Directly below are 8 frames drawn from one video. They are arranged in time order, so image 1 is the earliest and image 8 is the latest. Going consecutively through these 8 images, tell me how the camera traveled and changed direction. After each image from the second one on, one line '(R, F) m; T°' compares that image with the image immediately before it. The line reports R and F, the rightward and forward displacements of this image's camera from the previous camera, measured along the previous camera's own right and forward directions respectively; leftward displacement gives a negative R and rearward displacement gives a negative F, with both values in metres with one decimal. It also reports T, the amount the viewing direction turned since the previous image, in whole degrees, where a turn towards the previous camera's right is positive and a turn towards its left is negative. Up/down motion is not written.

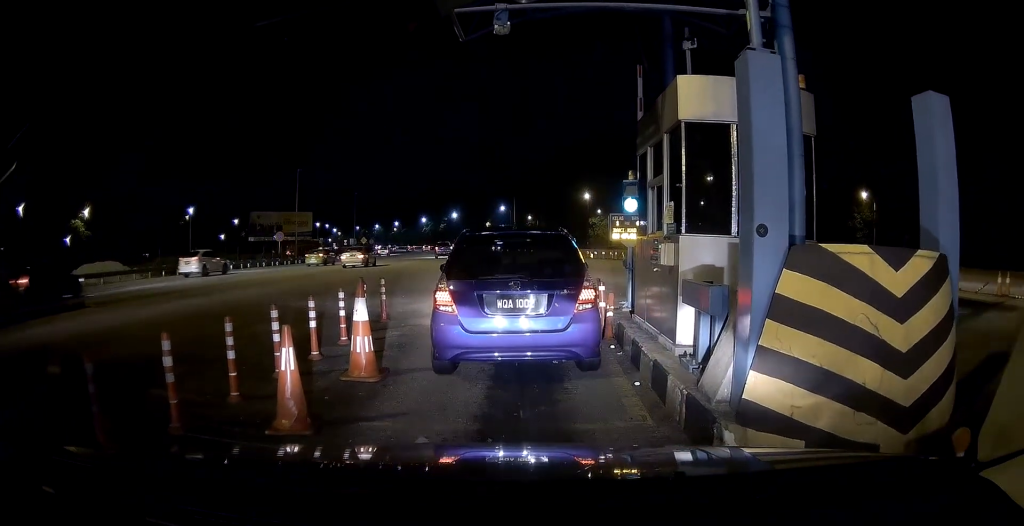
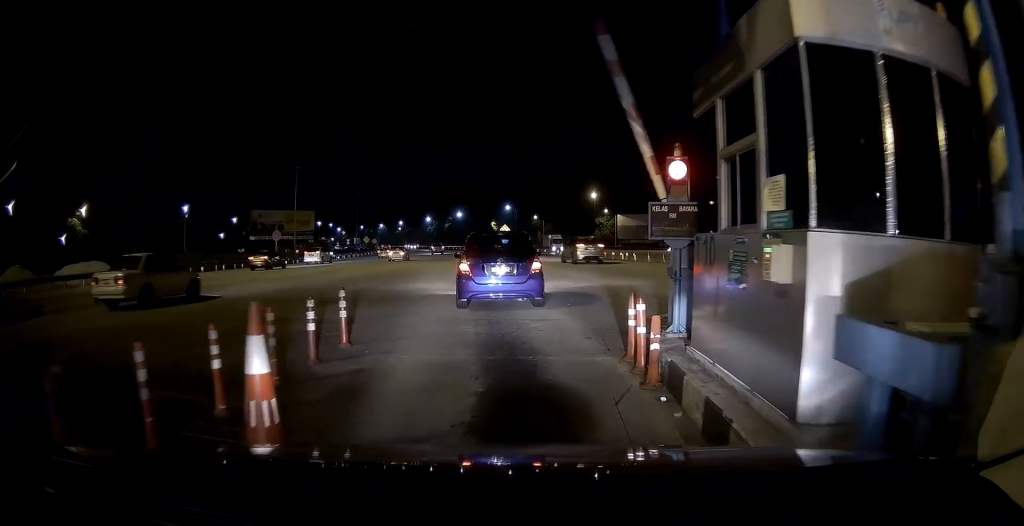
(+0.2, +1.5) m; 0°
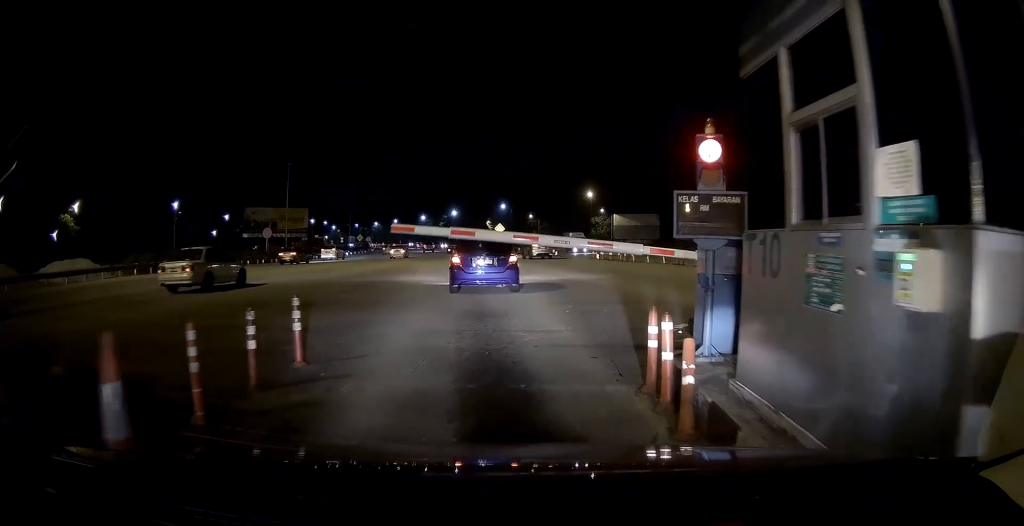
(+0.1, +0.6) m; 0°
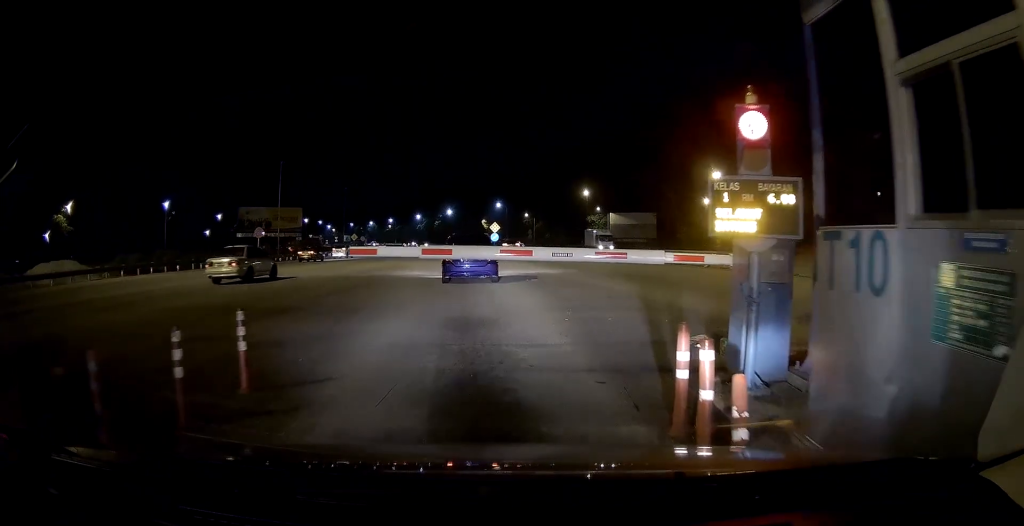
(+0.1, +0.6) m; 0°
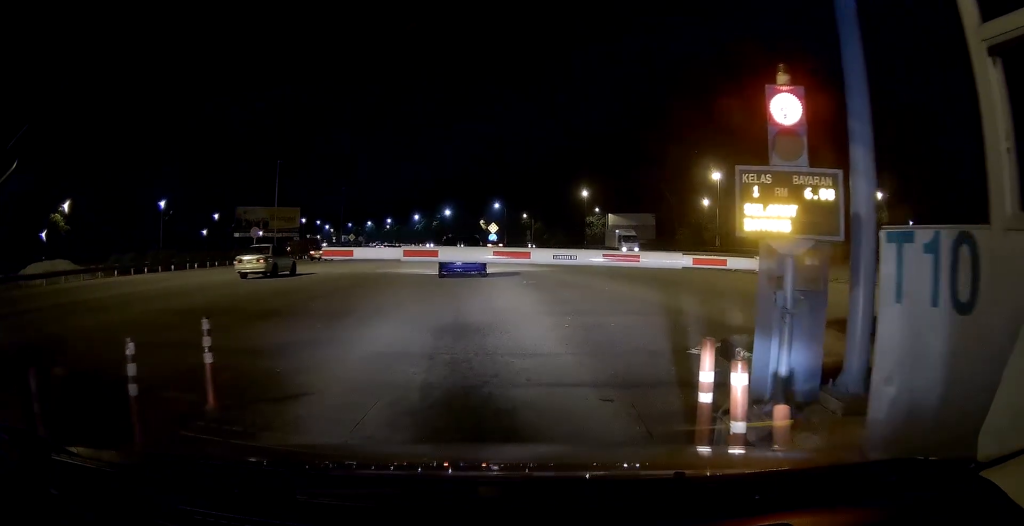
(0.0, +0.4) m; 0°
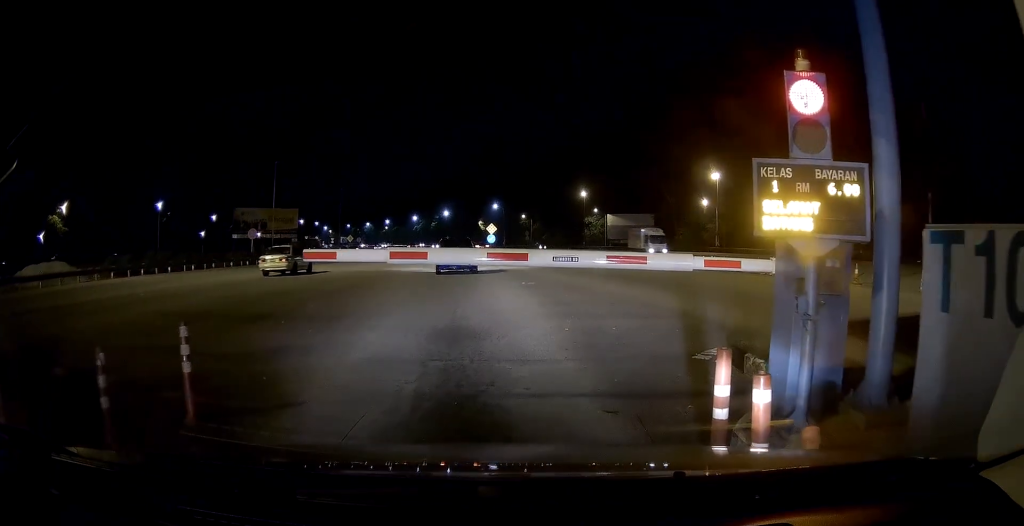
(0.0, +0.3) m; 0°
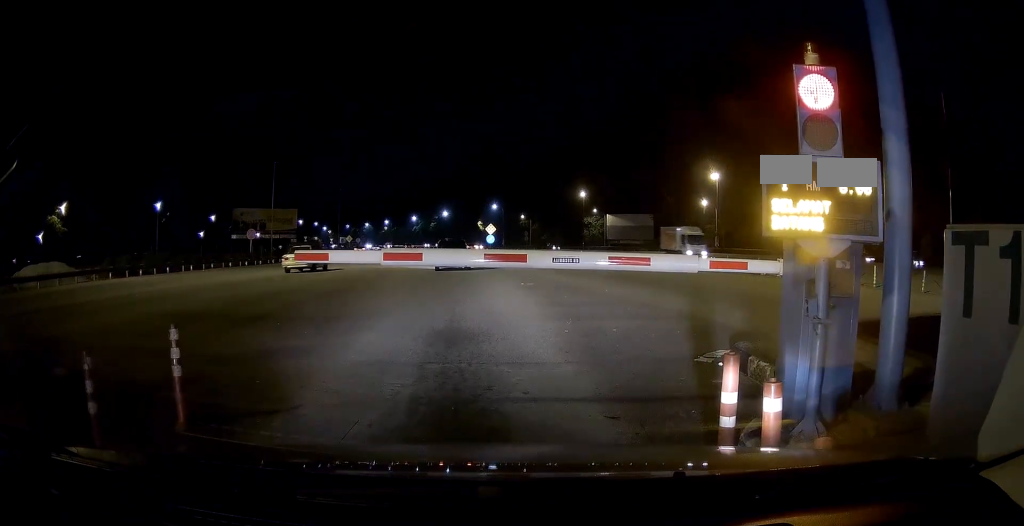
(0.0, +0.3) m; 0°
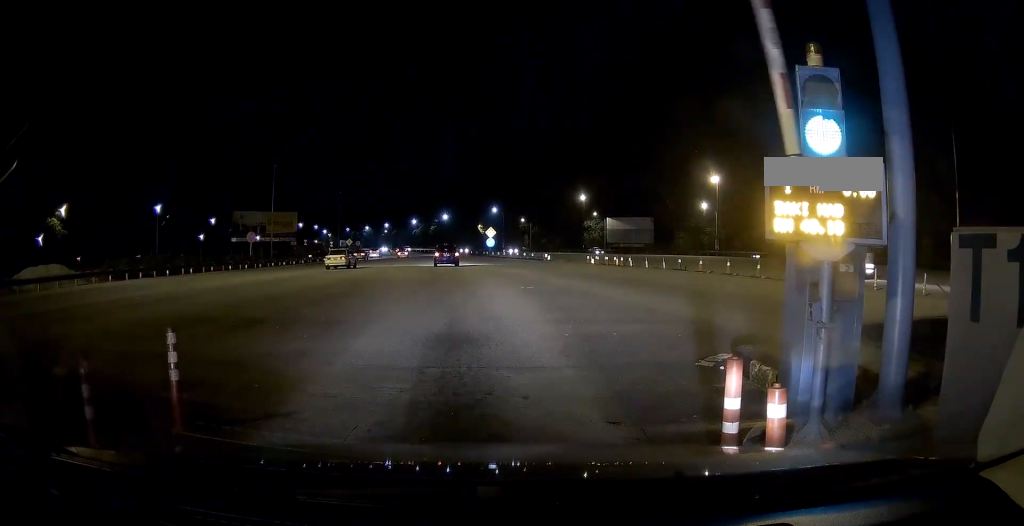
(0.0, +0.6) m; 0°
